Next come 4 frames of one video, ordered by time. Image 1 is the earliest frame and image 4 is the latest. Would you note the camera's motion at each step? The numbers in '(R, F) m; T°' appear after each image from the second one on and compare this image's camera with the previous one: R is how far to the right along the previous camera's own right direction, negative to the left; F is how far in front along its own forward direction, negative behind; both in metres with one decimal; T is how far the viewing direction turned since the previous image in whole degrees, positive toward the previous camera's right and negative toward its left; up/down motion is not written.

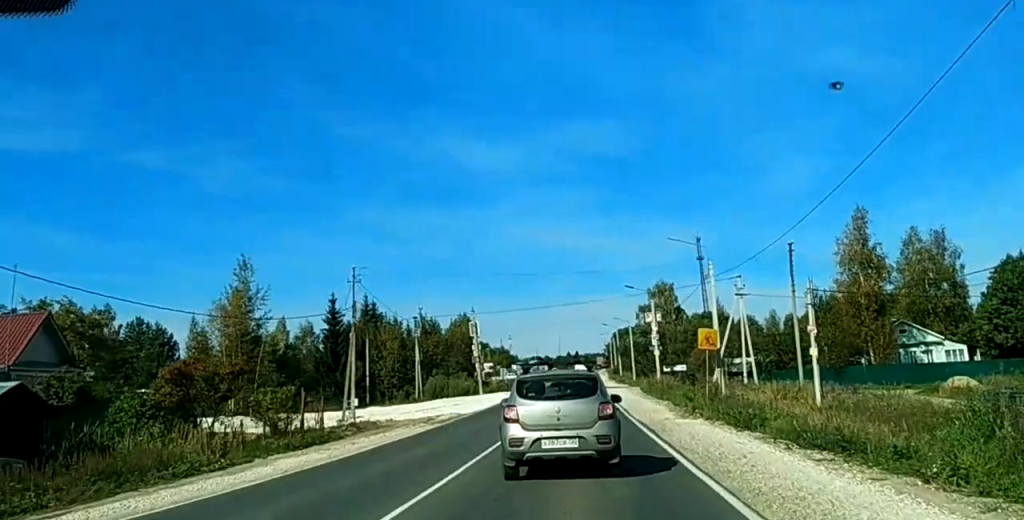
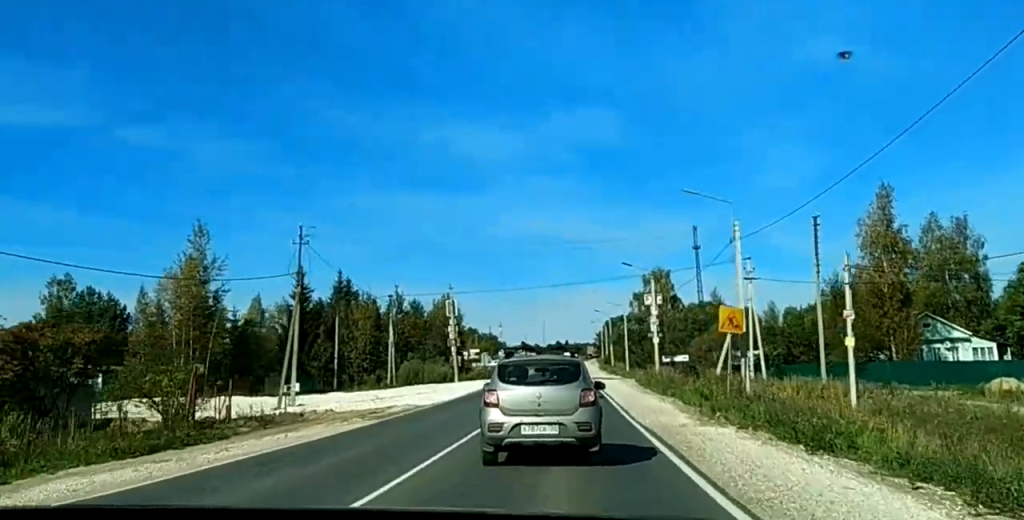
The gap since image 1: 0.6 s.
(0.0, +9.3) m; 0°
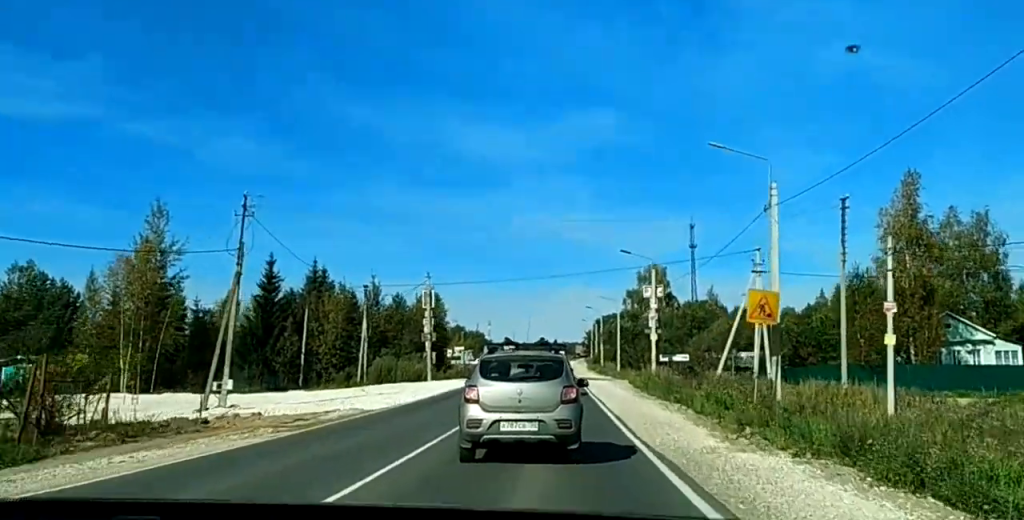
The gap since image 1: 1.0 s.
(0.0, +6.2) m; 0°
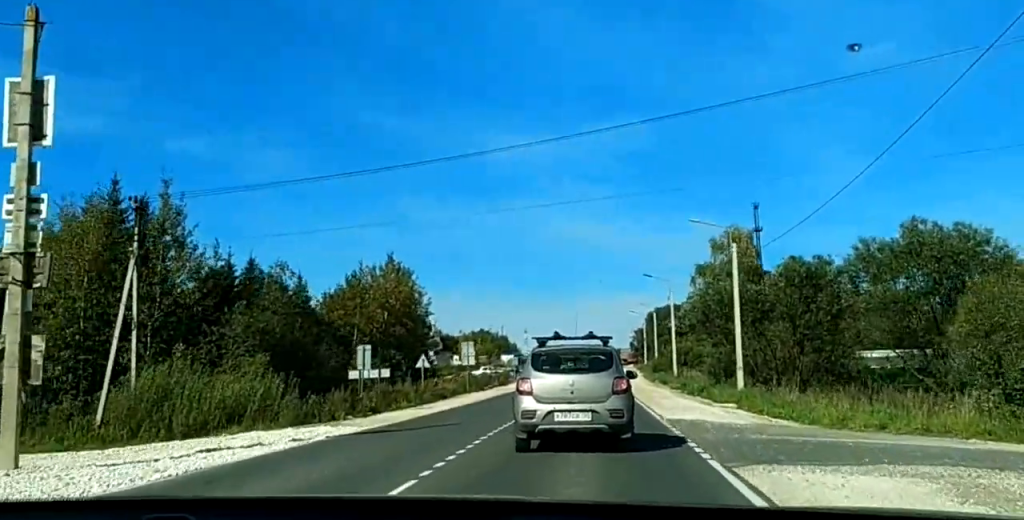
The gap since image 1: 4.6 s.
(+0.5, +49.5) m; 0°
